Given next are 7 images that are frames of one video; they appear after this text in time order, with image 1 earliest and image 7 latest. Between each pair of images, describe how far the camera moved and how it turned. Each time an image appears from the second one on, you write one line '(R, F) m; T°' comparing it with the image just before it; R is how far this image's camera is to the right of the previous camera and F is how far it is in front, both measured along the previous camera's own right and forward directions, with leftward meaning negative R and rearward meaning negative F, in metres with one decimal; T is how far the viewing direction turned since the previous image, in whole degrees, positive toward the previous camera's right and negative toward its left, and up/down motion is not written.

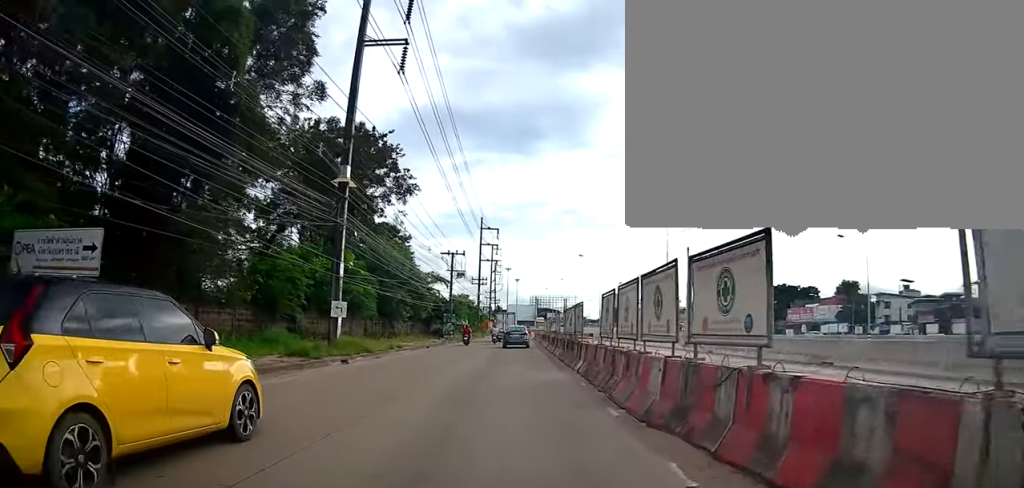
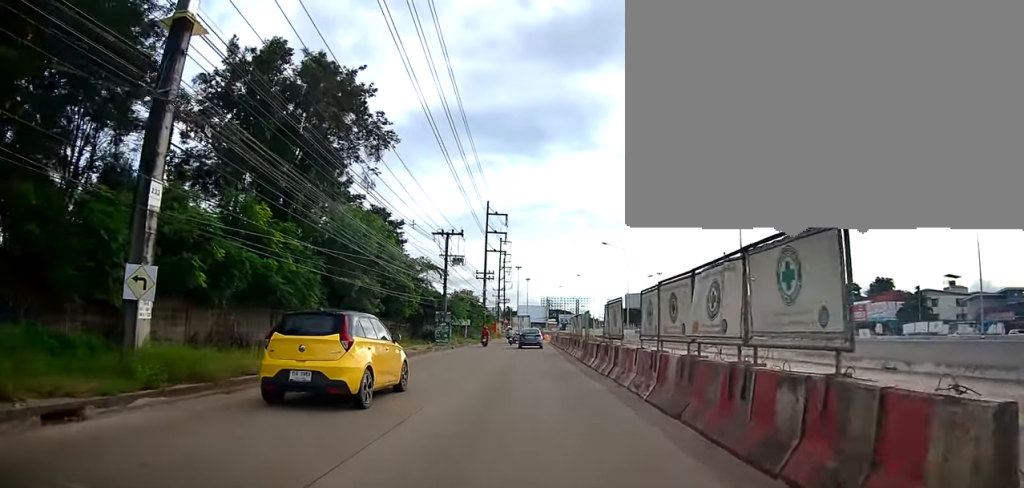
(0.0, +13.9) m; 0°
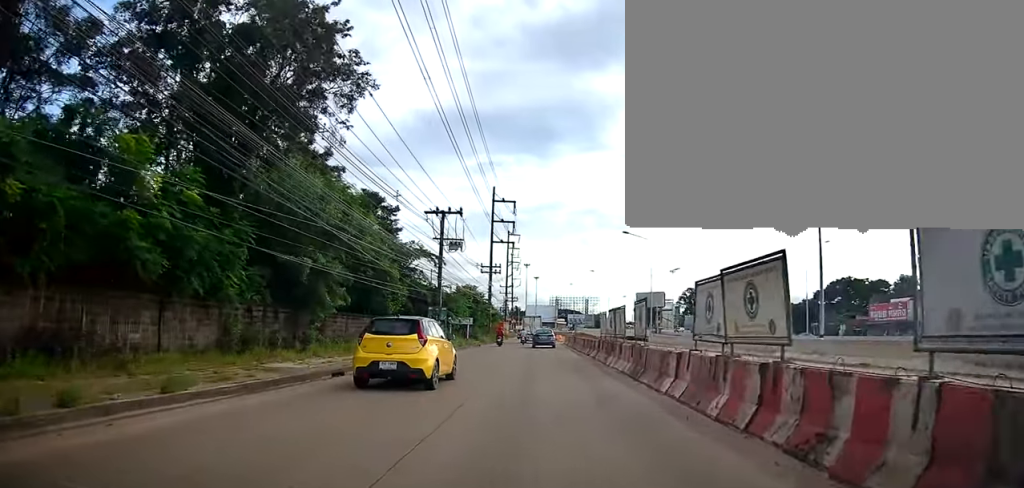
(0.0, +8.2) m; 0°
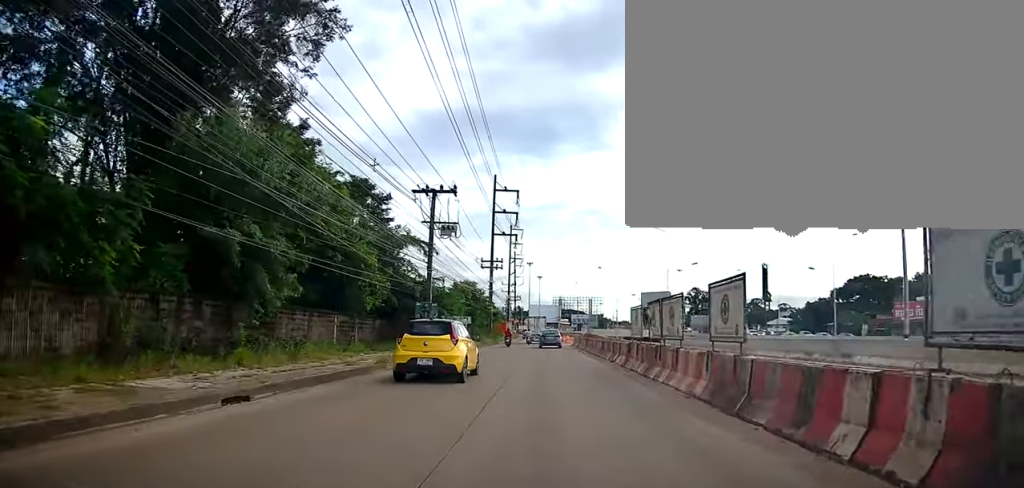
(+0.1, +5.7) m; 0°
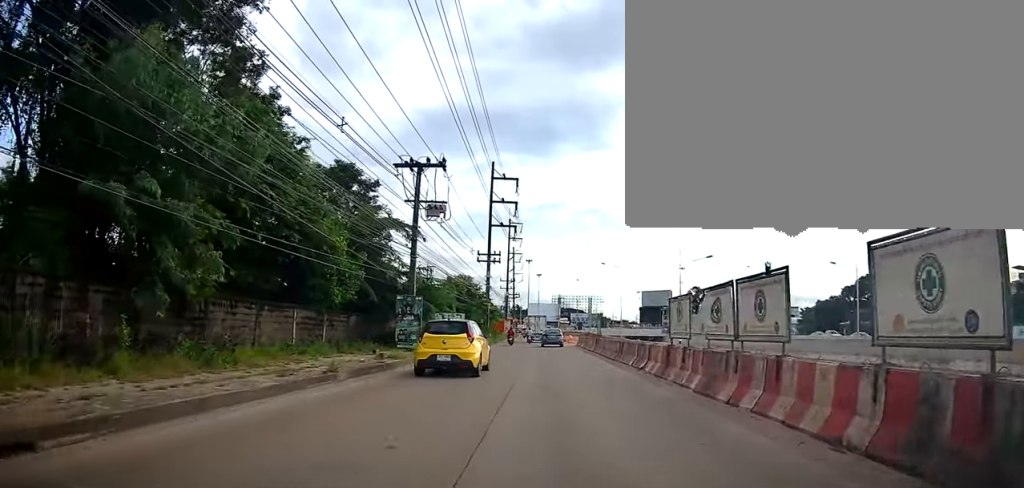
(0.0, +4.7) m; -1°
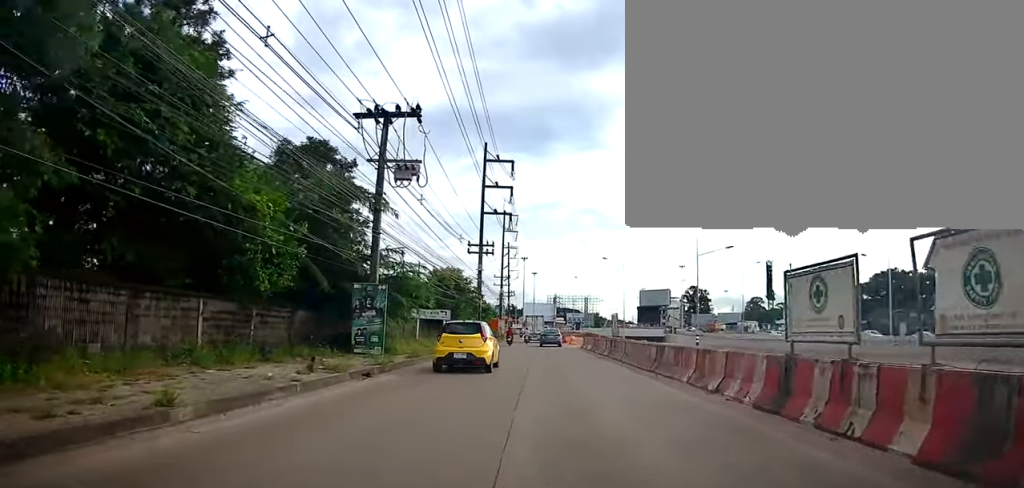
(0.0, +6.3) m; -1°
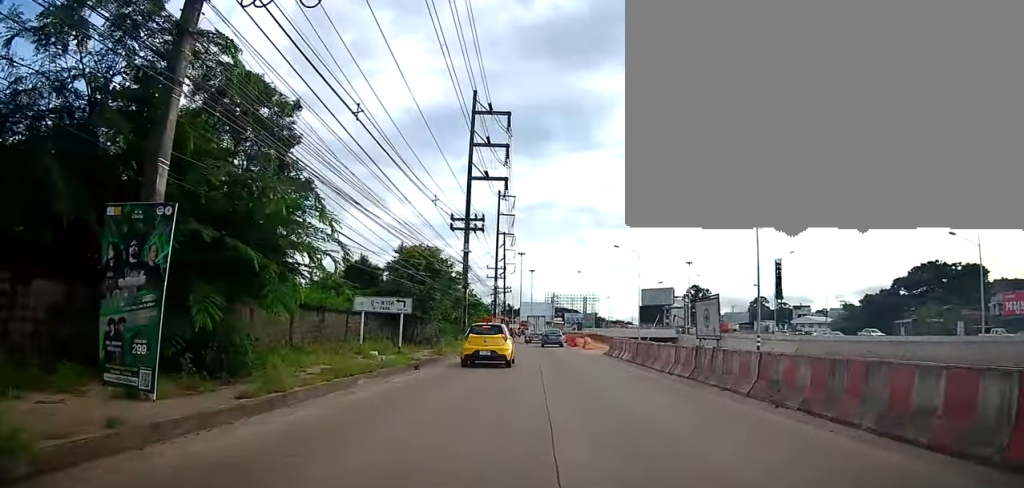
(-0.2, +12.5) m; -1°
